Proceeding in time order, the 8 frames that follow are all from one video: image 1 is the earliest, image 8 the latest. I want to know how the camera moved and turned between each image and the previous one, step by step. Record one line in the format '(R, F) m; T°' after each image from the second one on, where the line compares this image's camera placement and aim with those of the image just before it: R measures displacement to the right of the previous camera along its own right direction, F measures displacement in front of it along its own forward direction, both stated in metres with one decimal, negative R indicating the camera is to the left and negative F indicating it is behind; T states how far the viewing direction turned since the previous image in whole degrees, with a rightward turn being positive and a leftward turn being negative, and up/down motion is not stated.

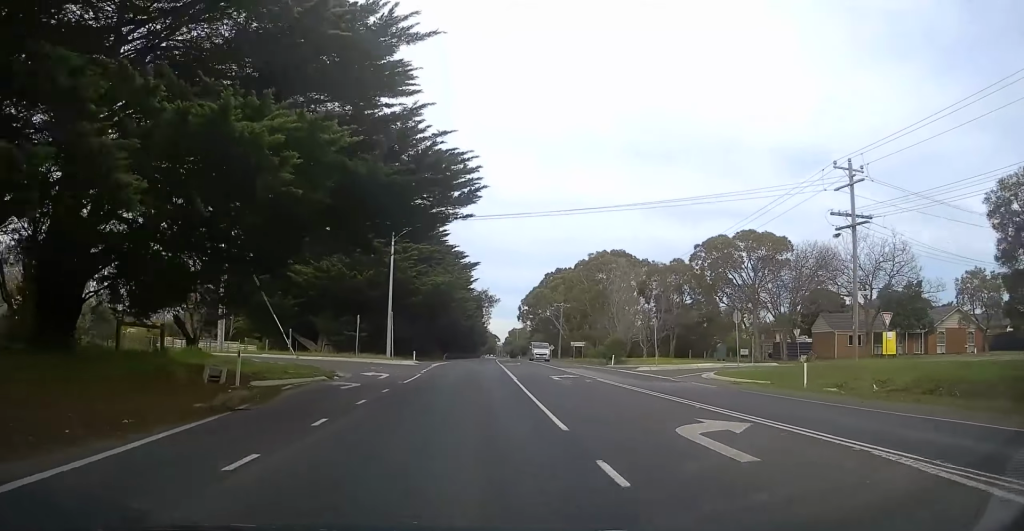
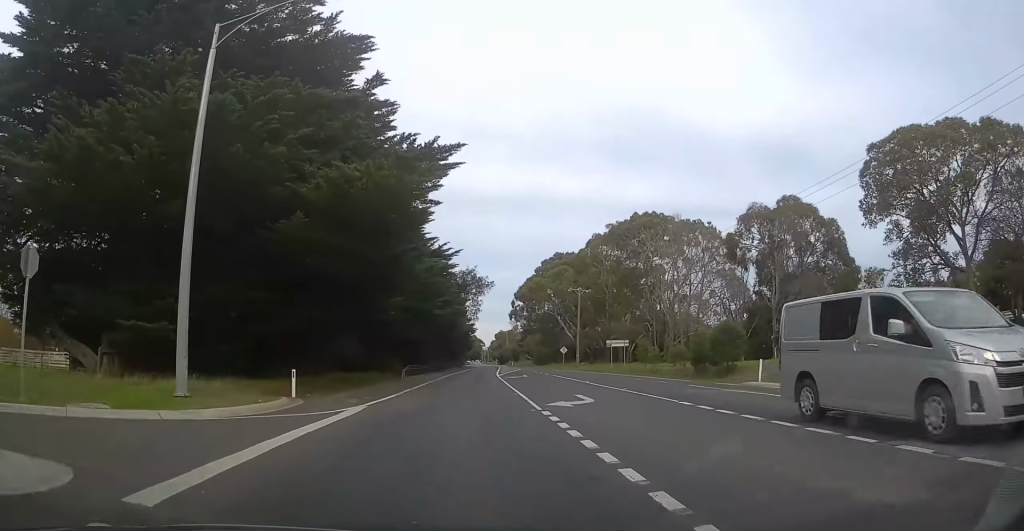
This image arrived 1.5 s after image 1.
(-0.3, +33.3) m; 0°
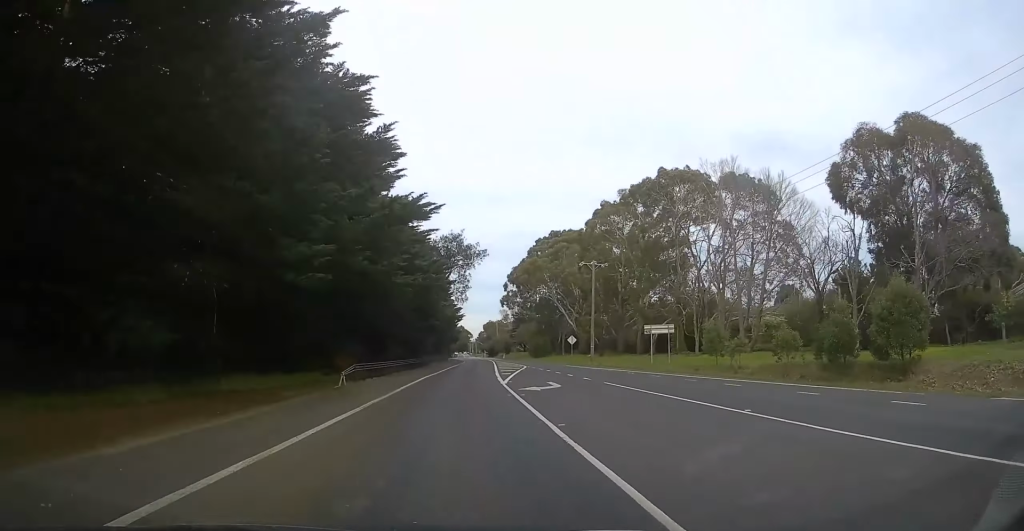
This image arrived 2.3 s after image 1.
(+0.5, +17.1) m; +2°
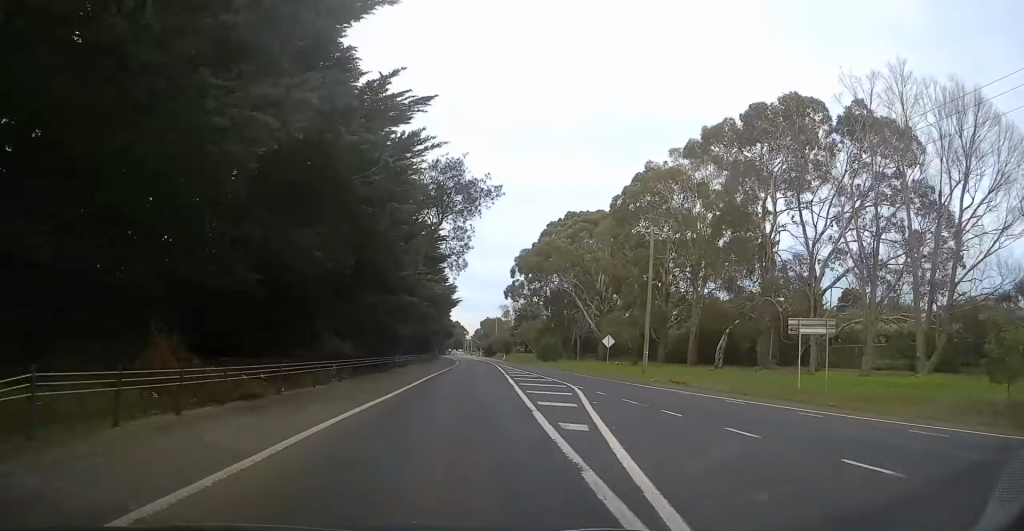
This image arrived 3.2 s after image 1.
(+0.3, +21.5) m; +1°
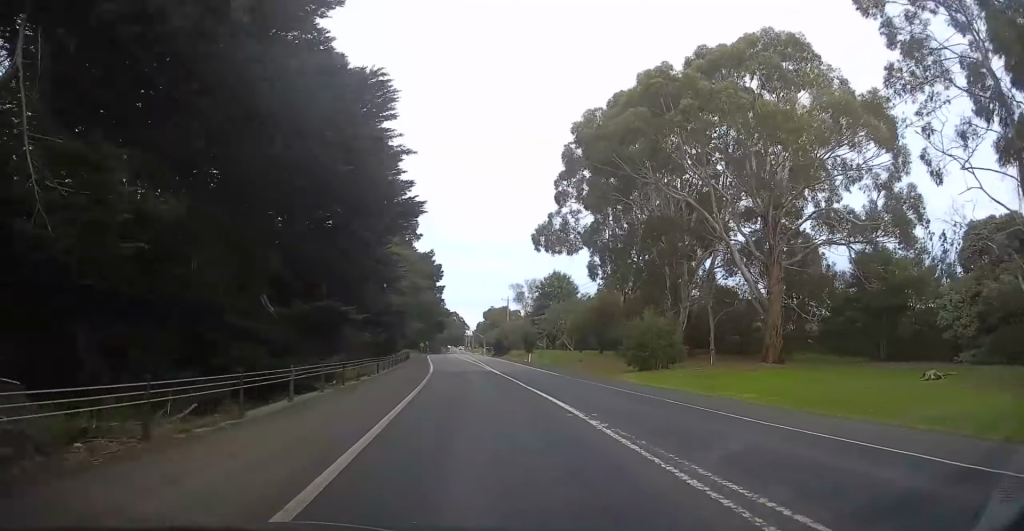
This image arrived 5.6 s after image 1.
(-0.4, +55.6) m; -2°
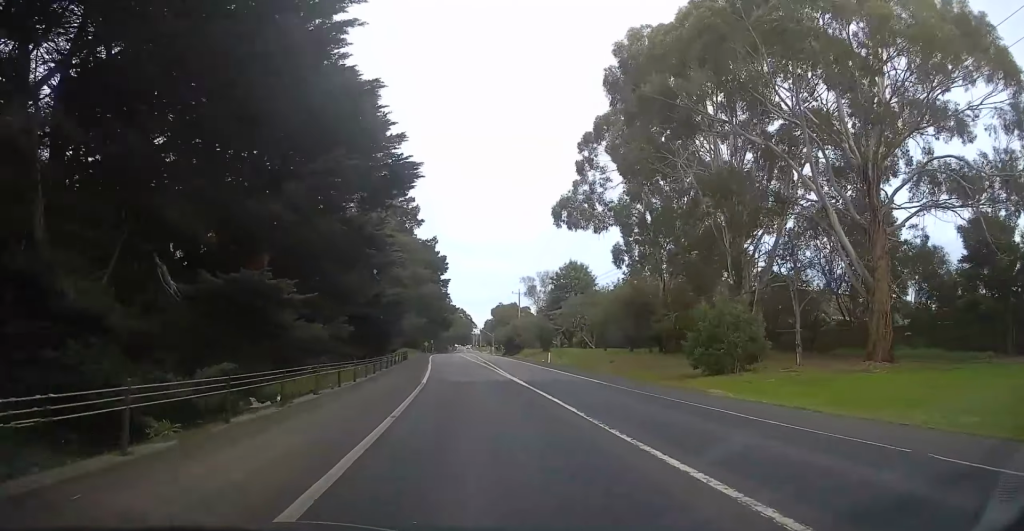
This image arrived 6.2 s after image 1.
(-0.3, +12.1) m; 0°
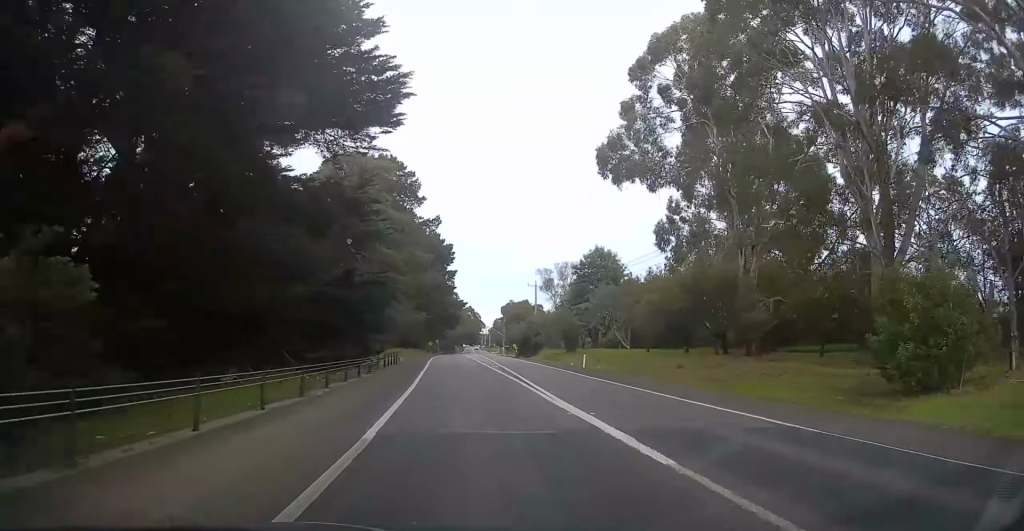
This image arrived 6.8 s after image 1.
(+0.1, +14.7) m; 0°
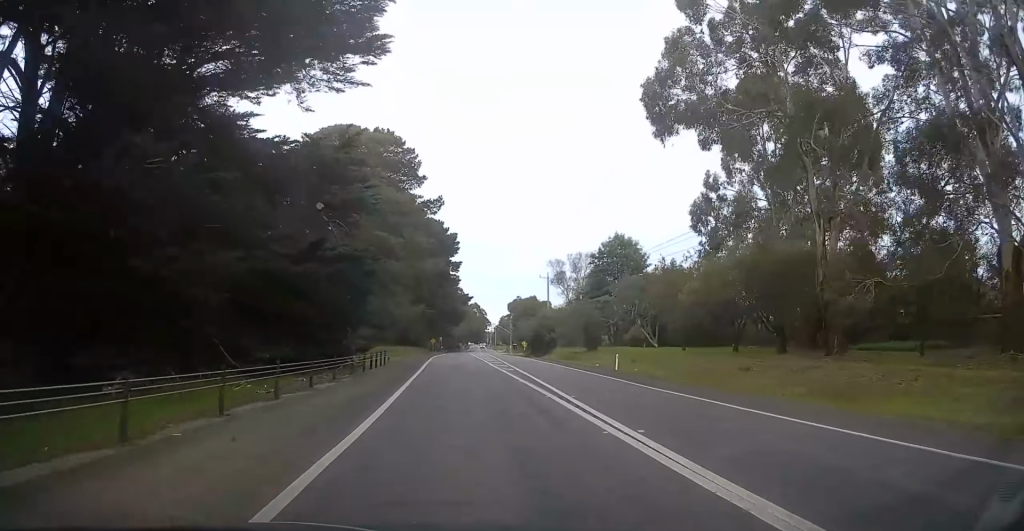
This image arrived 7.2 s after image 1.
(+0.3, +9.5) m; 0°
